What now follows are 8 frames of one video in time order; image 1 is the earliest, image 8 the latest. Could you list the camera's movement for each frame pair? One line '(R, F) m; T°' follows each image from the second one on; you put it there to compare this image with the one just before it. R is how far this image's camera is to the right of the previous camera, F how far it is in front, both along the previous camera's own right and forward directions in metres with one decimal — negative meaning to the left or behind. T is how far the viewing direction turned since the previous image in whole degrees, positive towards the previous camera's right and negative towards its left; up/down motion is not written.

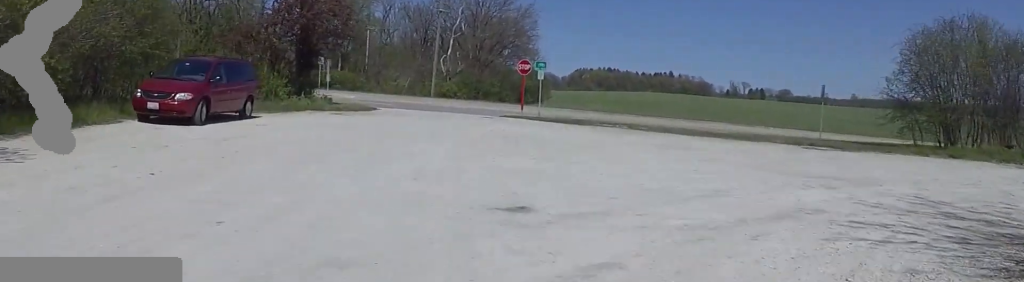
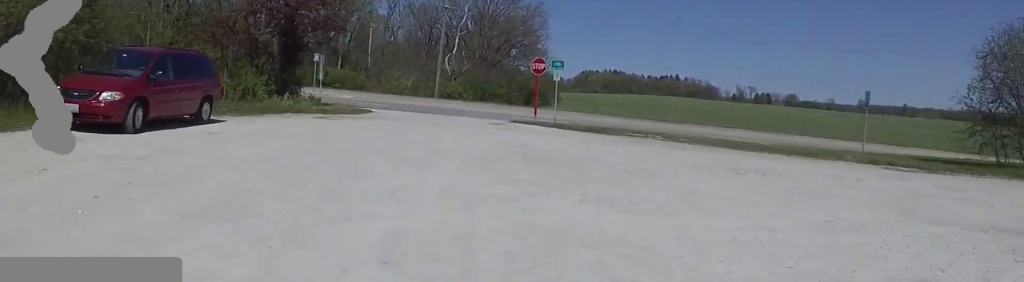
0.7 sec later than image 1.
(-0.6, +3.7) m; +2°
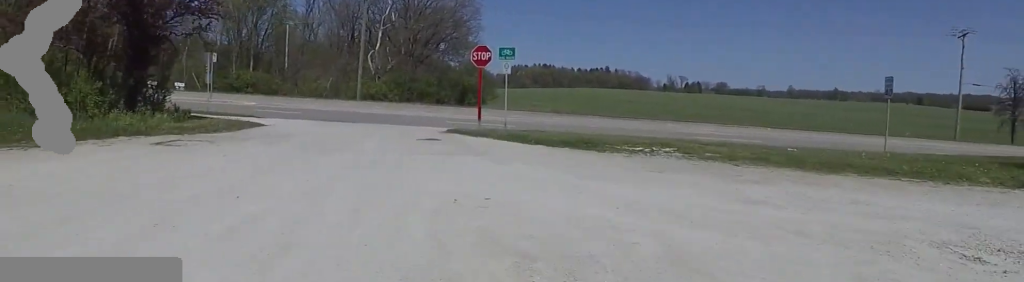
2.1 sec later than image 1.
(+1.0, +7.6) m; +1°
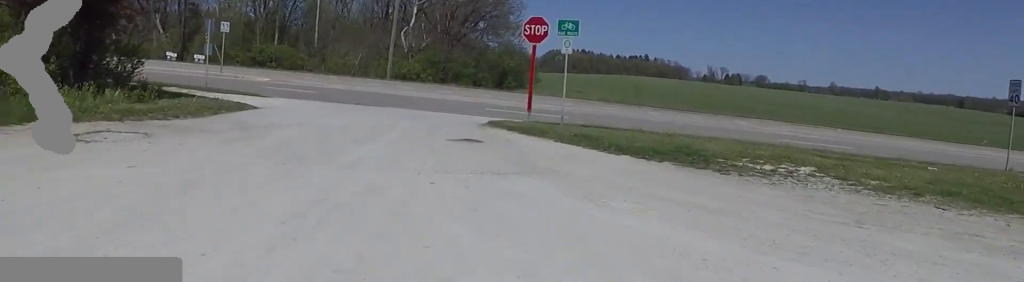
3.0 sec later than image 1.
(-1.2, +4.7) m; -23°
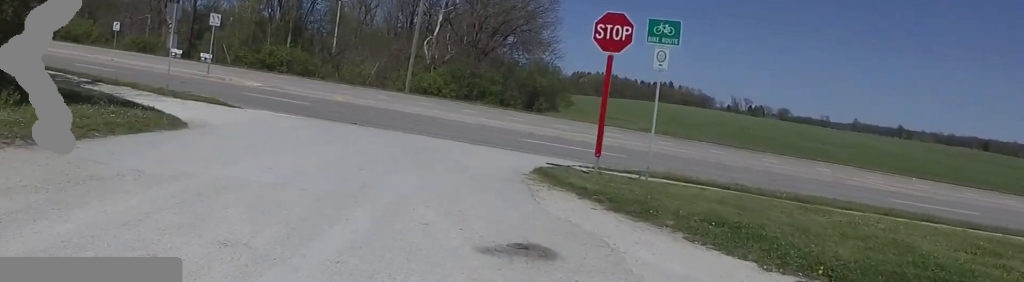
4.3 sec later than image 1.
(-0.9, +6.1) m; -4°
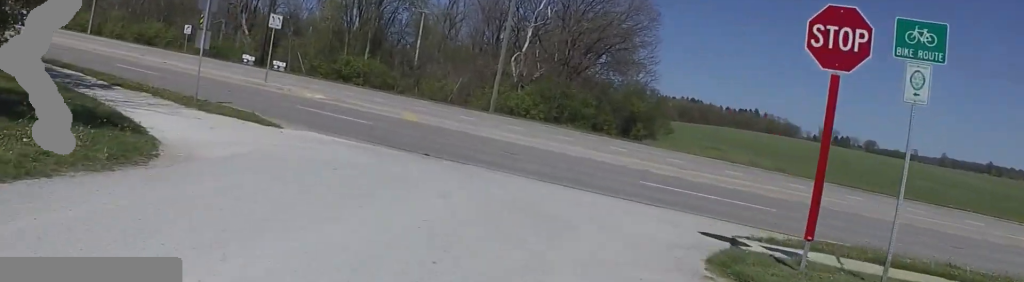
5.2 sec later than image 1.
(+0.5, +4.5) m; -4°
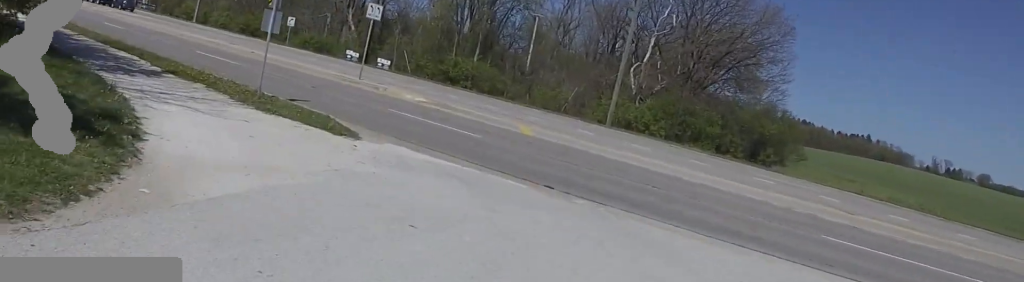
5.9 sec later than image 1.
(-0.6, +3.5) m; -13°
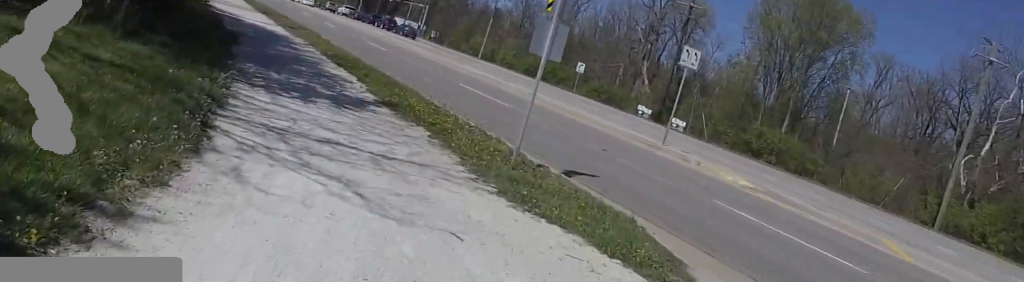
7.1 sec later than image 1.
(-0.8, +5.7) m; -5°
